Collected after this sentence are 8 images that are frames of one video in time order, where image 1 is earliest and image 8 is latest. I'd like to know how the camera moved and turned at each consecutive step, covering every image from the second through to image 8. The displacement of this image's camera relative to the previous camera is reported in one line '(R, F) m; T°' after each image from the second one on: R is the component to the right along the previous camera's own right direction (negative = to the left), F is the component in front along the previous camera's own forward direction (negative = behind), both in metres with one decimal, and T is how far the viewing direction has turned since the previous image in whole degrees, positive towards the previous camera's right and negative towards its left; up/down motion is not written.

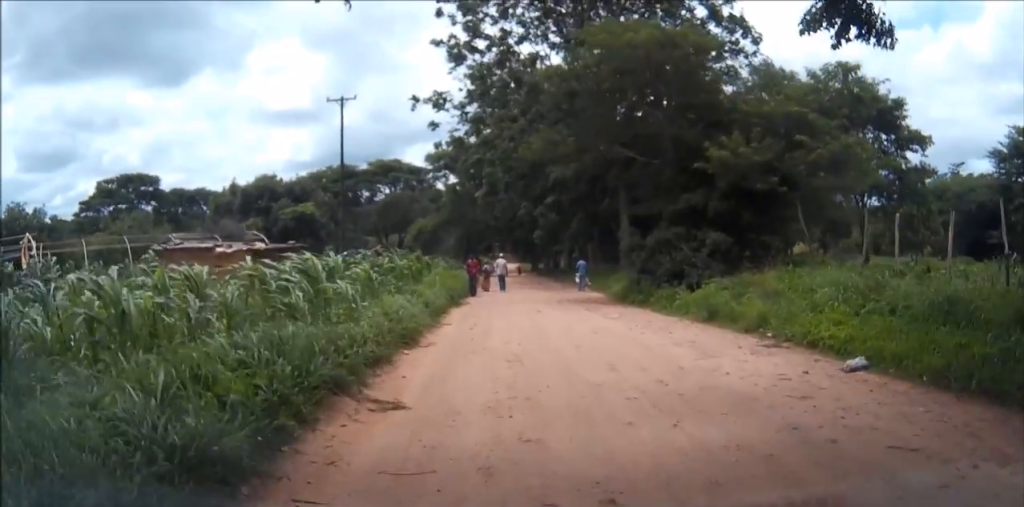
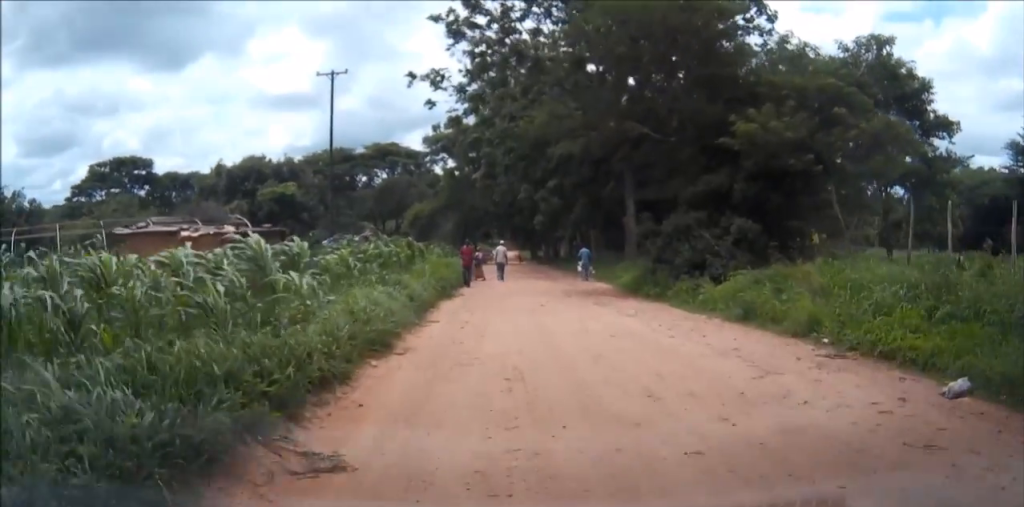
(0.0, +2.6) m; 0°
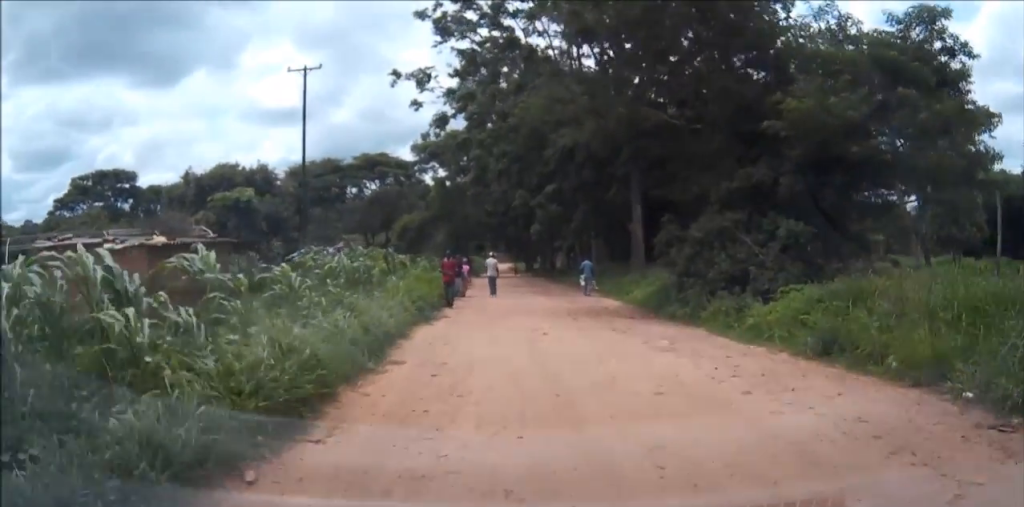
(0.0, +4.1) m; +1°
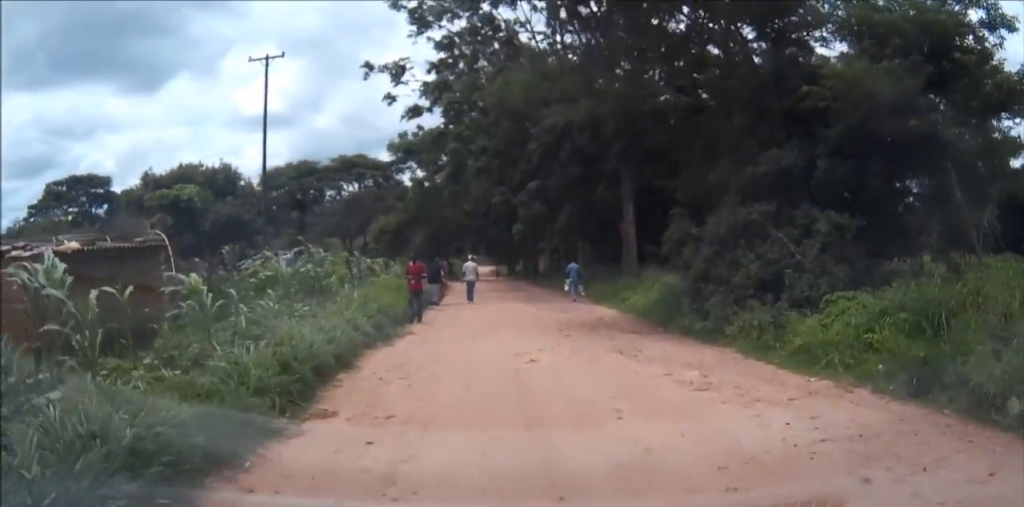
(+0.1, +3.2) m; +1°
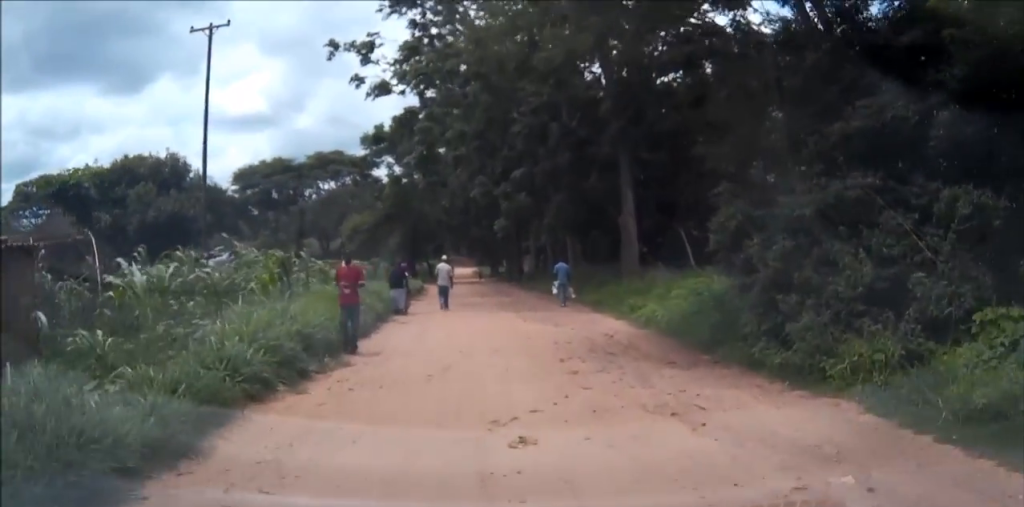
(+0.1, +4.9) m; +1°
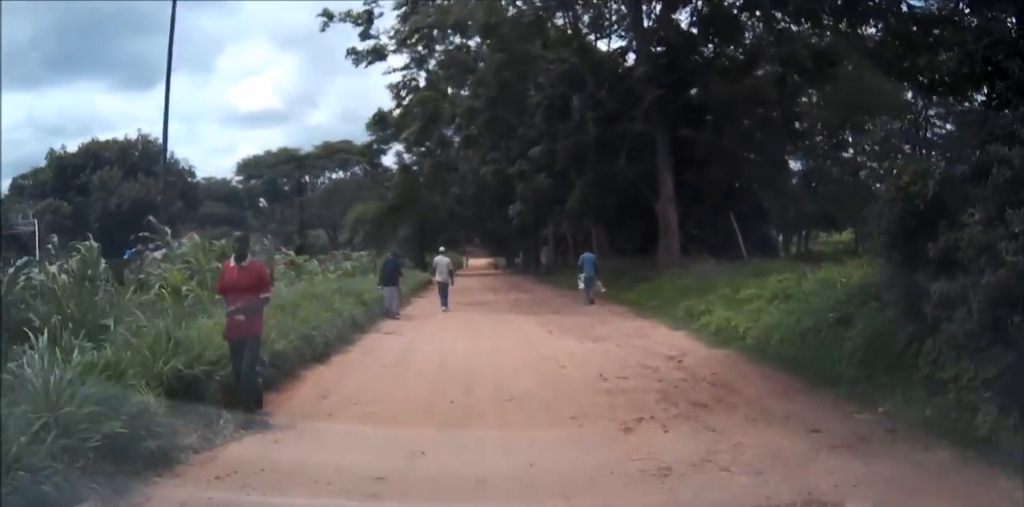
(0.0, +4.6) m; -1°
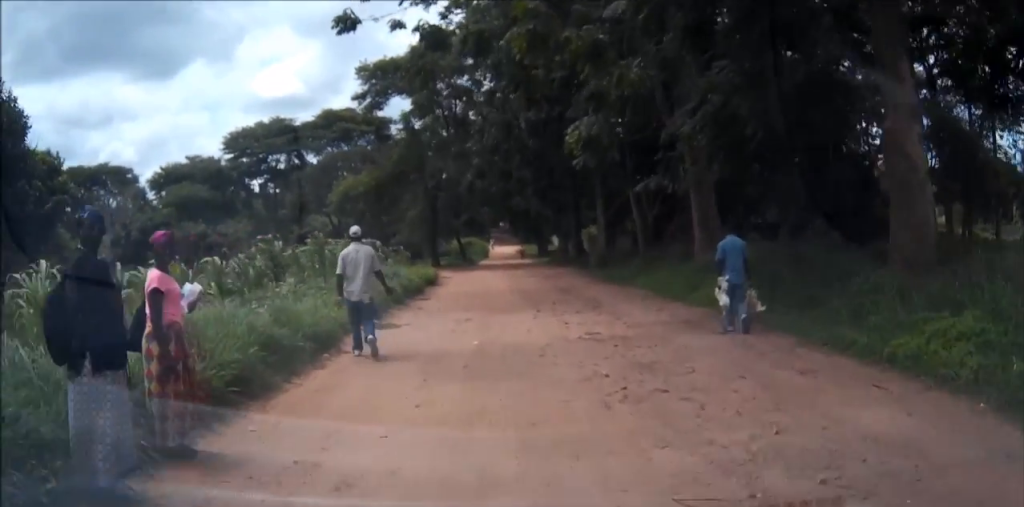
(-0.3, +14.3) m; -1°
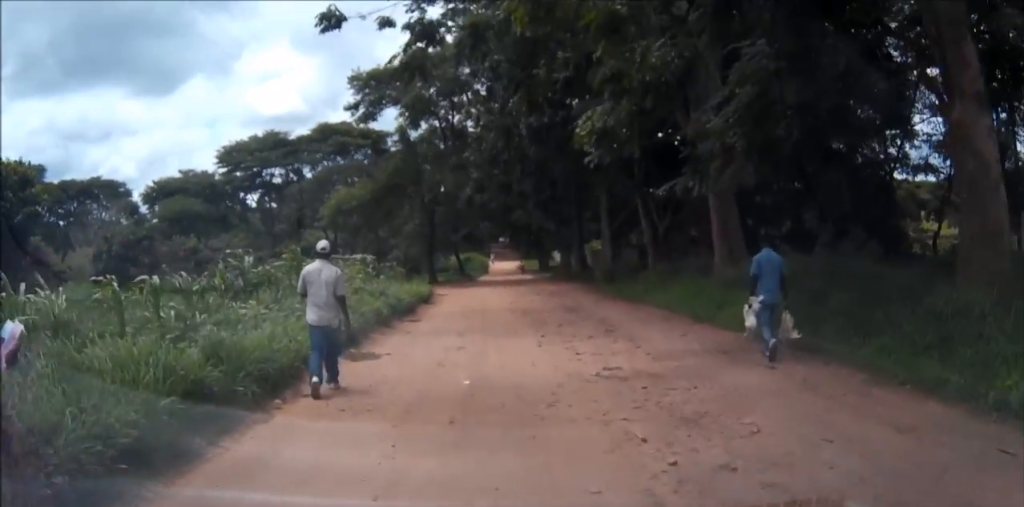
(0.0, +2.2) m; +1°
